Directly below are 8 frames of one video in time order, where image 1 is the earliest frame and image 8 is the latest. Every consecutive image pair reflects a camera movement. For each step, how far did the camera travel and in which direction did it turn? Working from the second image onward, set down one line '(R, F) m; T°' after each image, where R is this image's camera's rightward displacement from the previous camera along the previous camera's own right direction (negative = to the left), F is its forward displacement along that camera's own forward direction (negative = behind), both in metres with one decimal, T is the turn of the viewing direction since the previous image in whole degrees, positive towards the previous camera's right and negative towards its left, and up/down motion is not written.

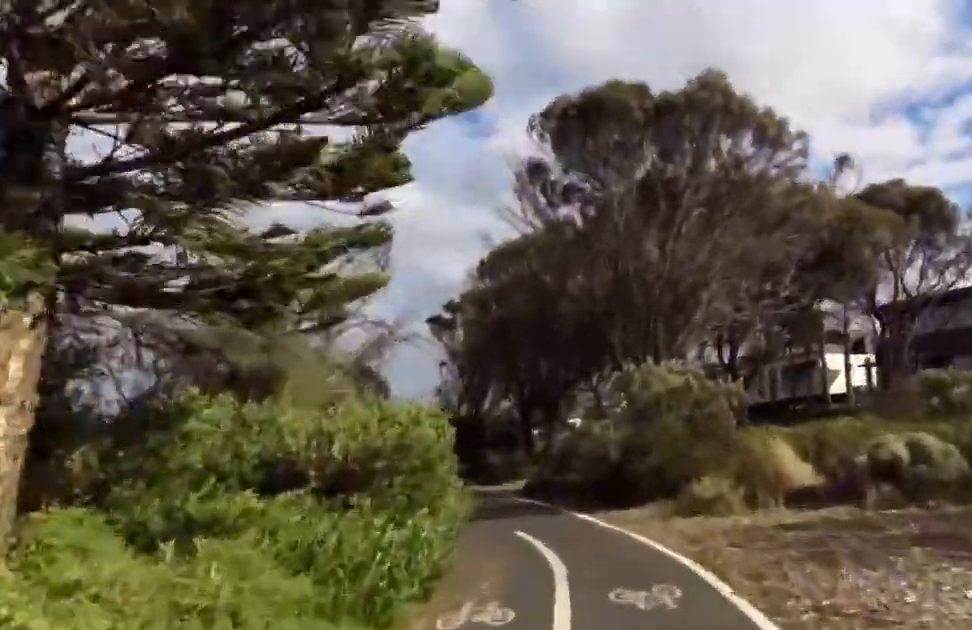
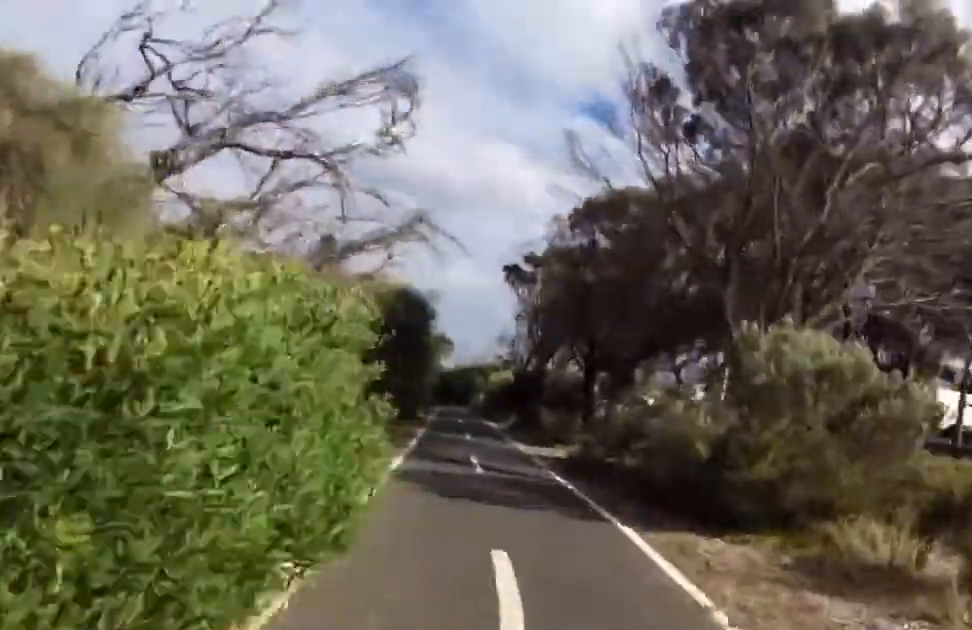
(+1.0, +5.0) m; +1°
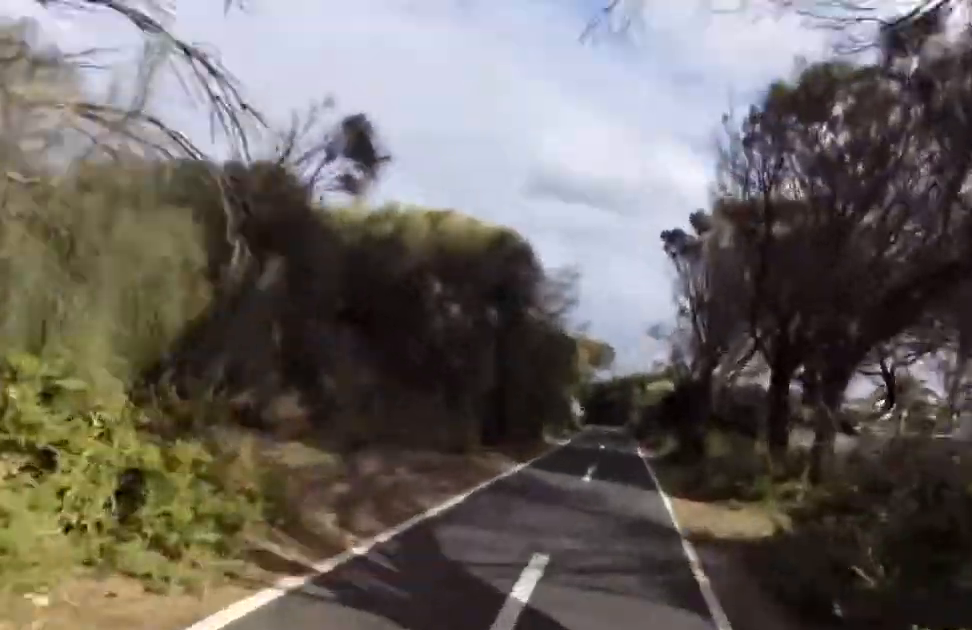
(-1.0, +7.4) m; -4°
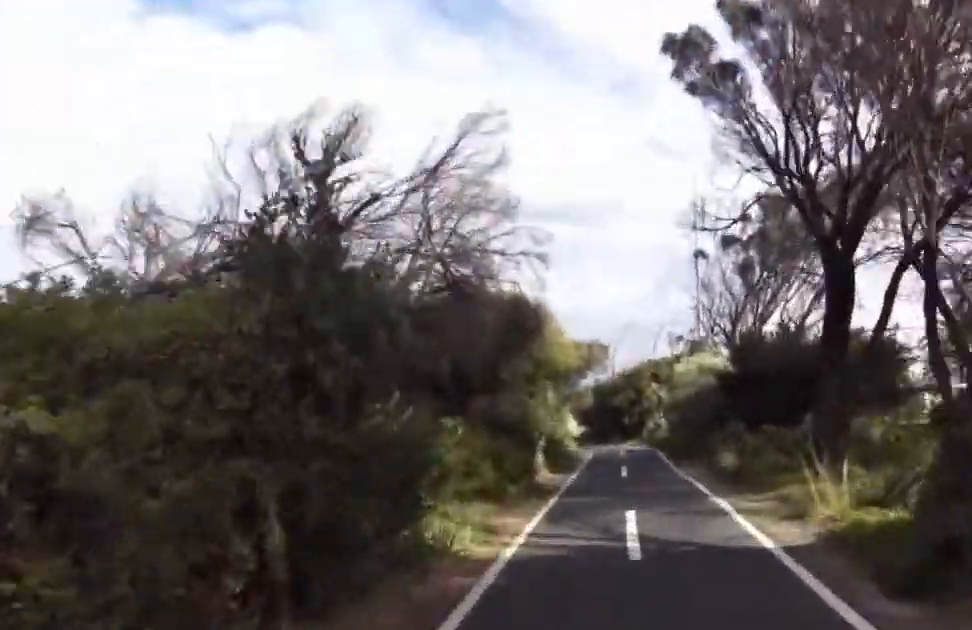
(+0.8, +13.0) m; -4°
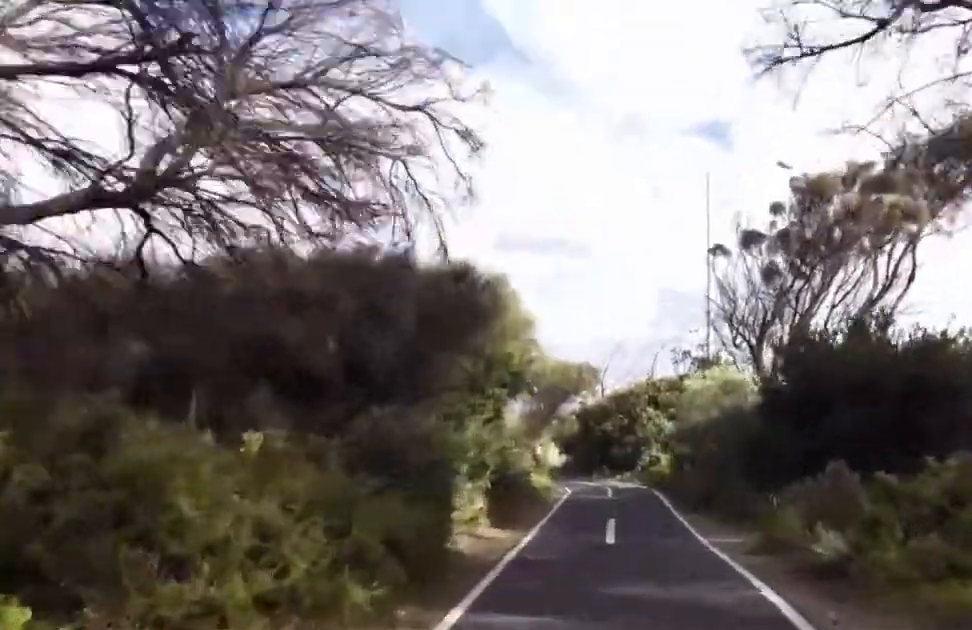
(-0.5, +5.6) m; -10°
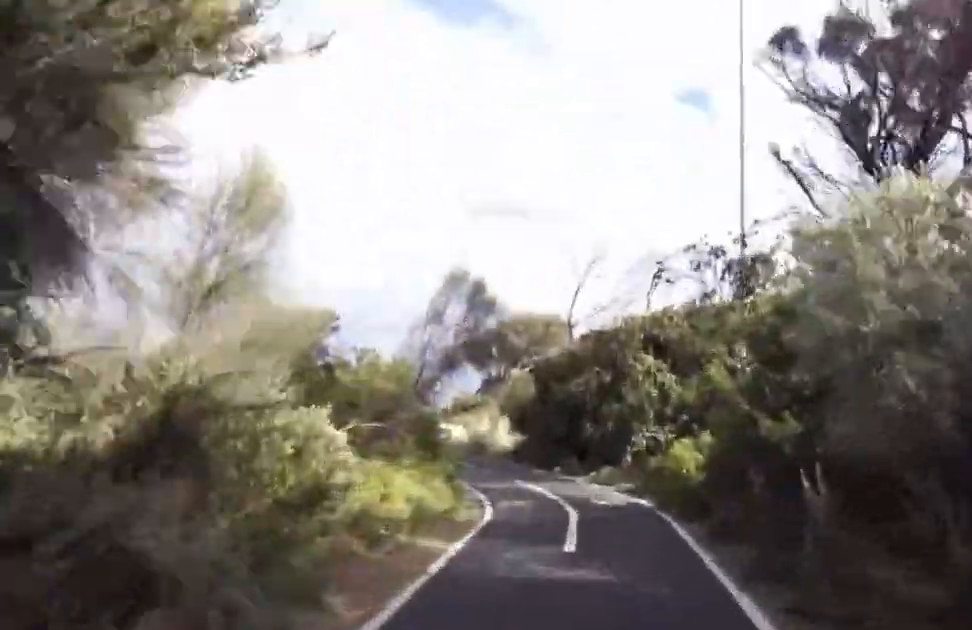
(-1.7, +10.9) m; -4°
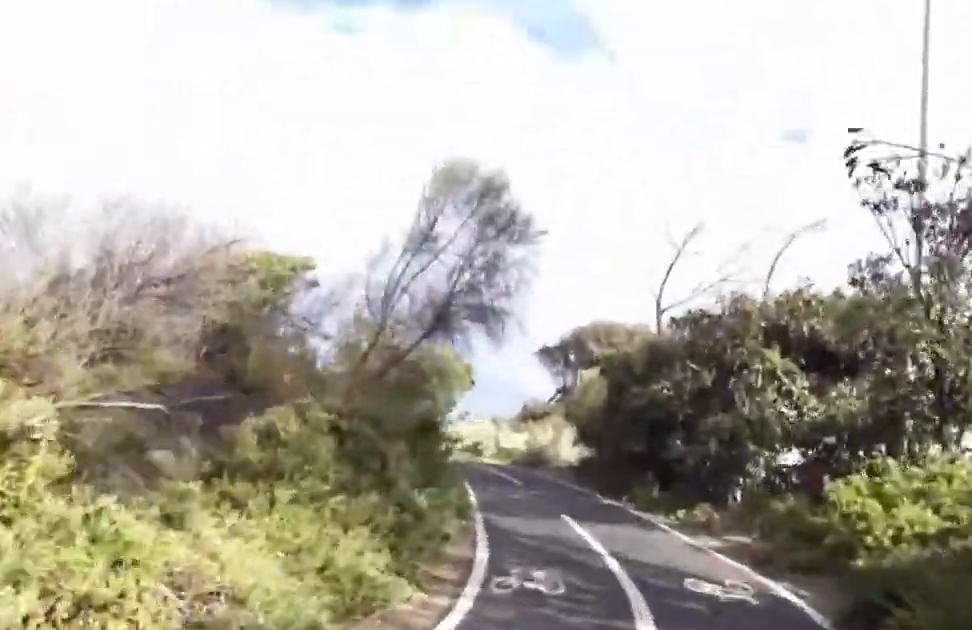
(+0.6, +5.5) m; +6°
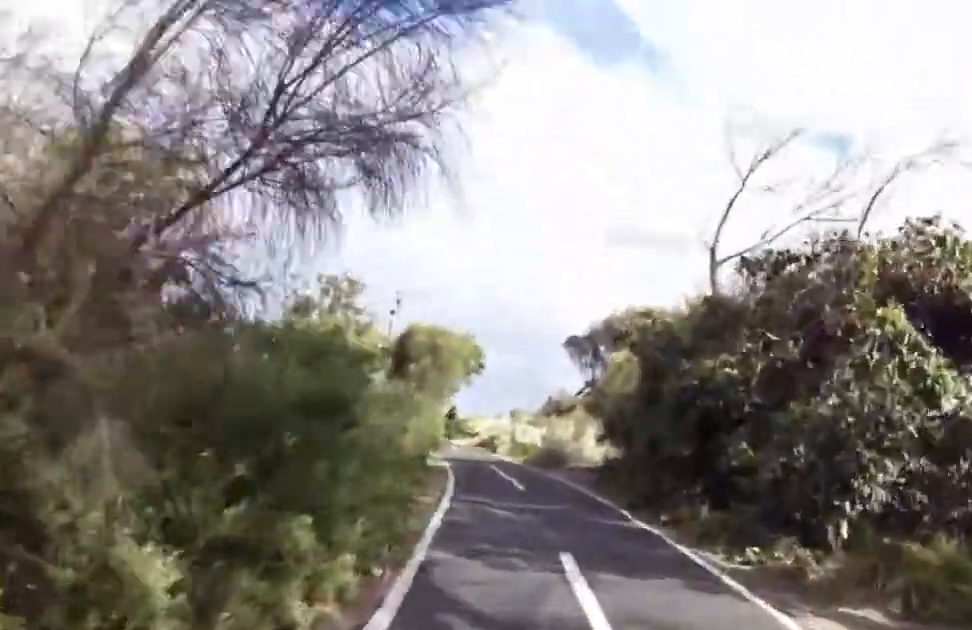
(+0.2, +3.8) m; +3°
